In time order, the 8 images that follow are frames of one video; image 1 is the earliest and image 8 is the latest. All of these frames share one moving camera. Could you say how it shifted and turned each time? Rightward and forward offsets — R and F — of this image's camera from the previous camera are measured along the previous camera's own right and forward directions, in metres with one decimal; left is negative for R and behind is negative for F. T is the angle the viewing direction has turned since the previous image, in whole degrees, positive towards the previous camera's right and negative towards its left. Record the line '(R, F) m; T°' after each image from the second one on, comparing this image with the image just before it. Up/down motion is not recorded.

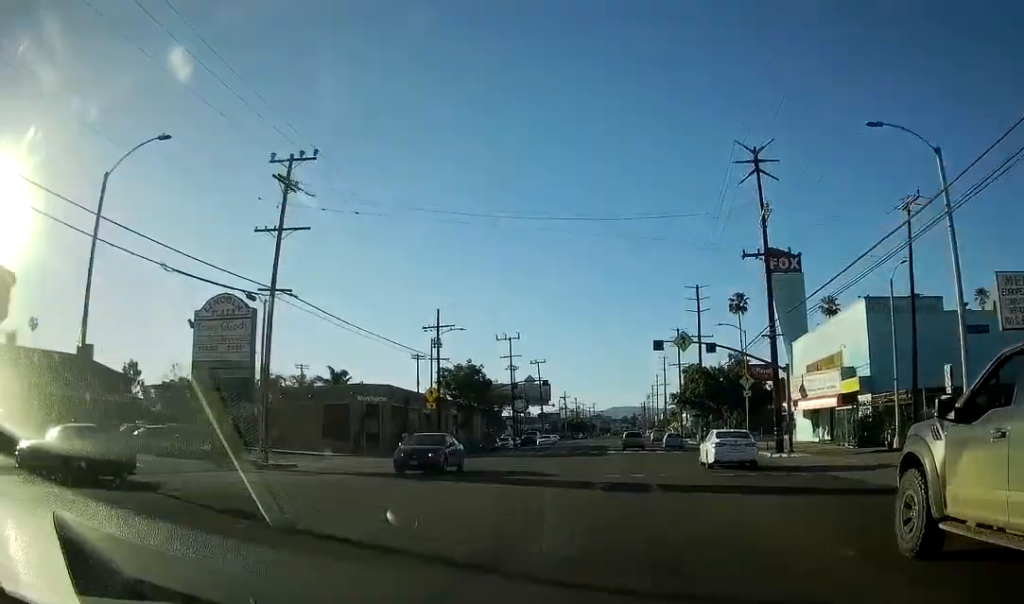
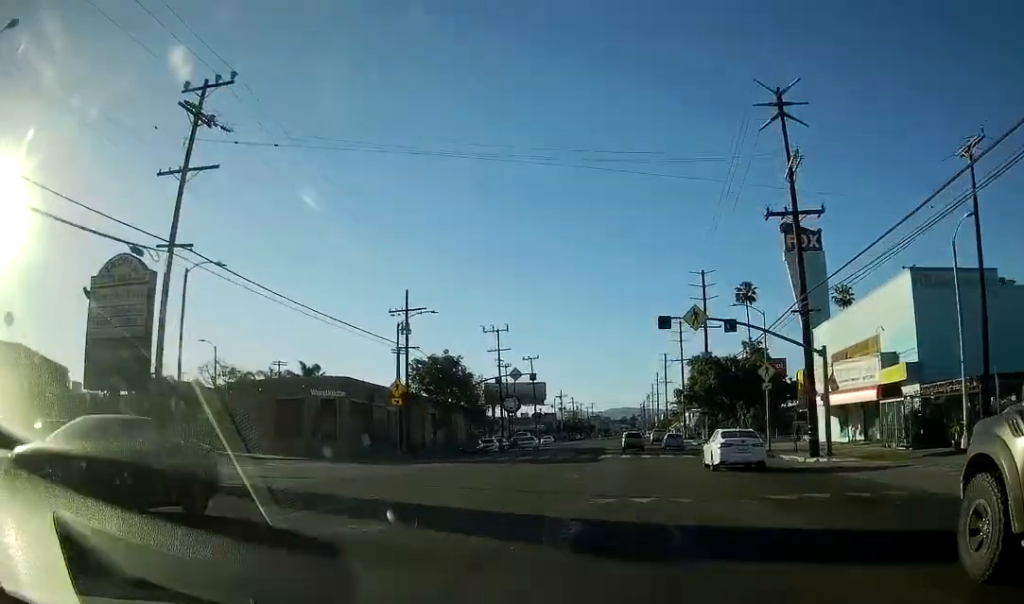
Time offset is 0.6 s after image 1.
(+0.2, +9.3) m; 0°
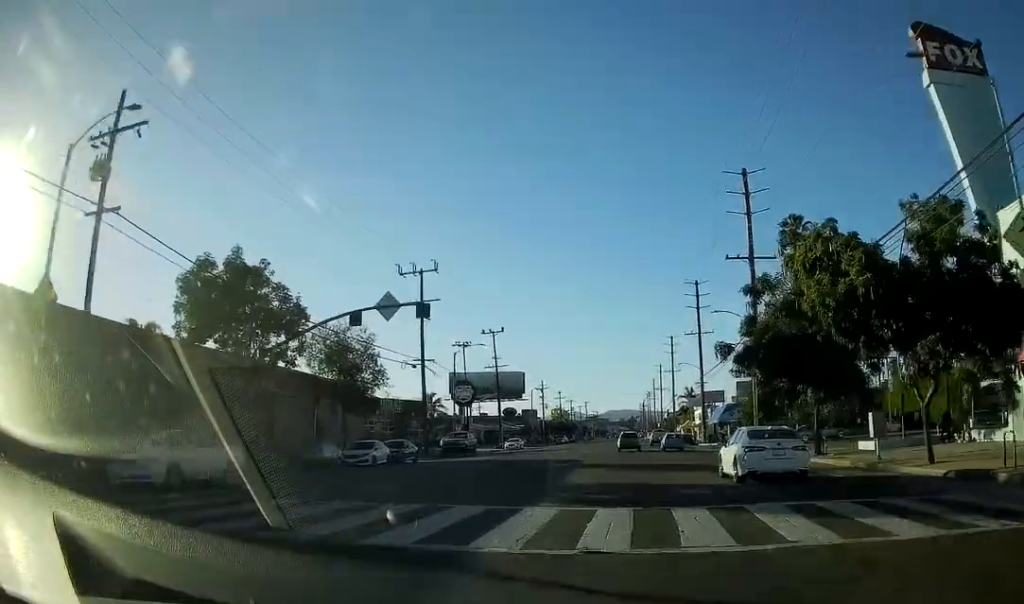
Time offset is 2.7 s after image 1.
(-0.4, +35.2) m; 0°
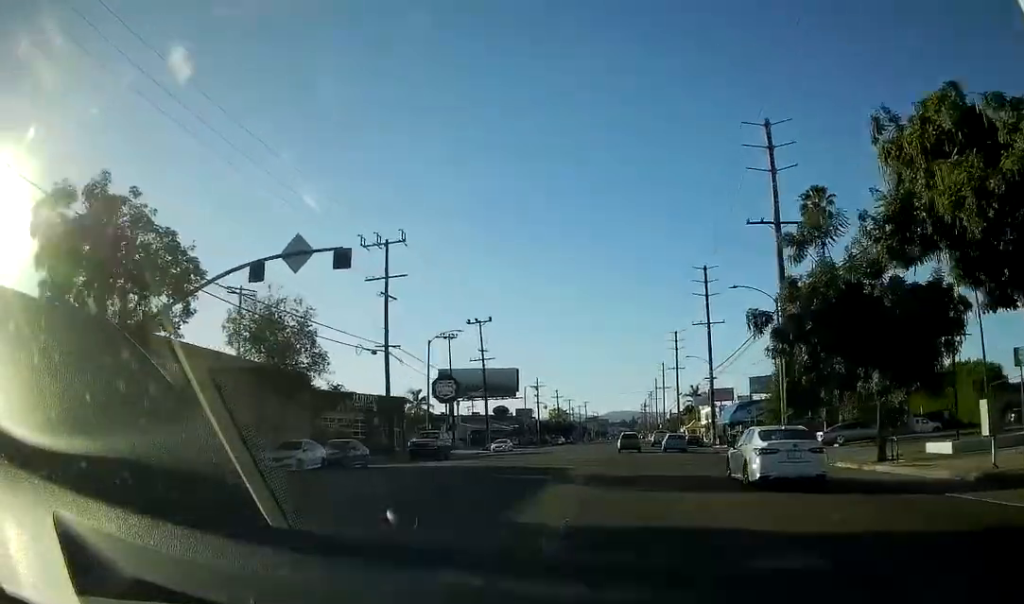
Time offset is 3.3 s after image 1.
(+0.1, +9.1) m; 0°
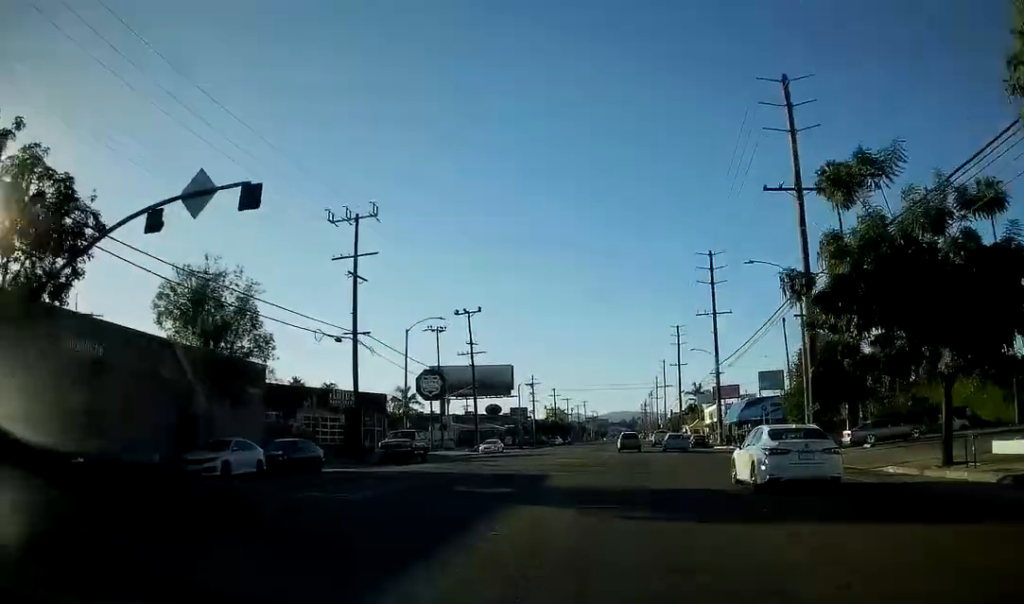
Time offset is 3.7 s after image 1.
(+0.1, +6.5) m; 0°
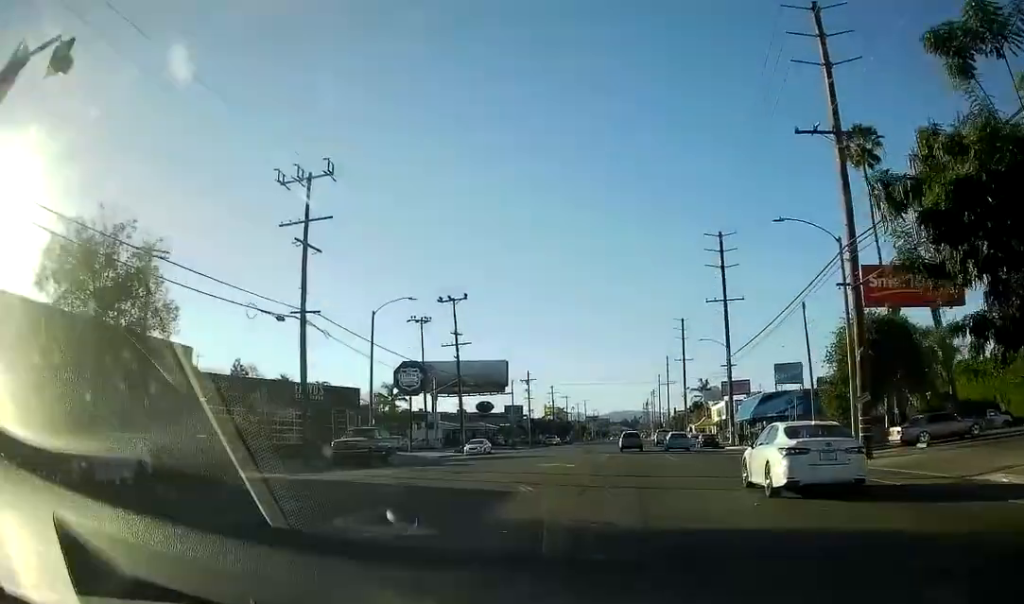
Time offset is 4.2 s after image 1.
(-0.1, +7.6) m; 0°
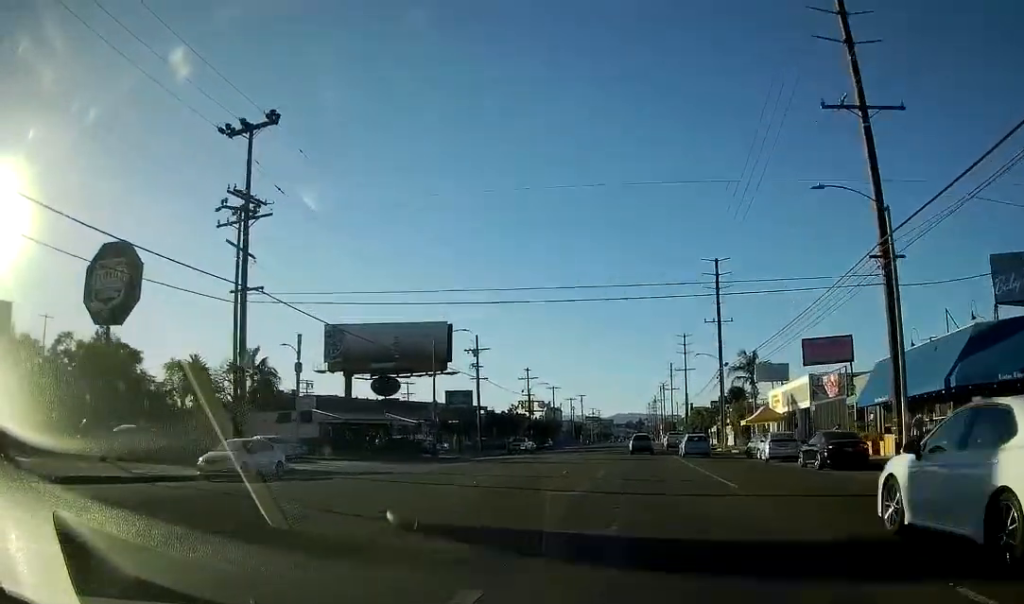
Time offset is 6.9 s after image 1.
(+0.1, +43.8) m; 0°
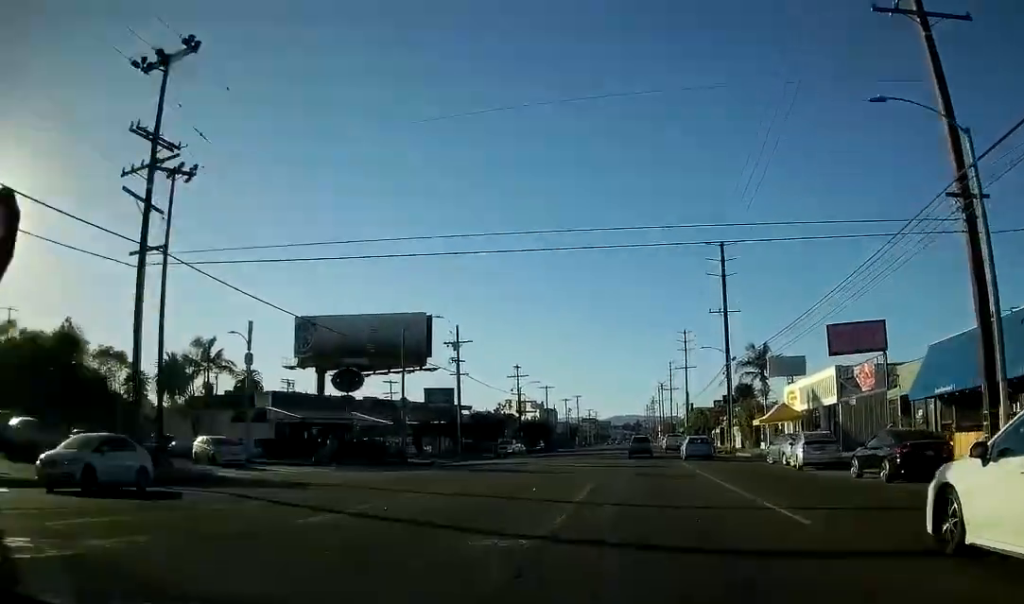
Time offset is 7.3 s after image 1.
(0.0, +7.6) m; 0°
